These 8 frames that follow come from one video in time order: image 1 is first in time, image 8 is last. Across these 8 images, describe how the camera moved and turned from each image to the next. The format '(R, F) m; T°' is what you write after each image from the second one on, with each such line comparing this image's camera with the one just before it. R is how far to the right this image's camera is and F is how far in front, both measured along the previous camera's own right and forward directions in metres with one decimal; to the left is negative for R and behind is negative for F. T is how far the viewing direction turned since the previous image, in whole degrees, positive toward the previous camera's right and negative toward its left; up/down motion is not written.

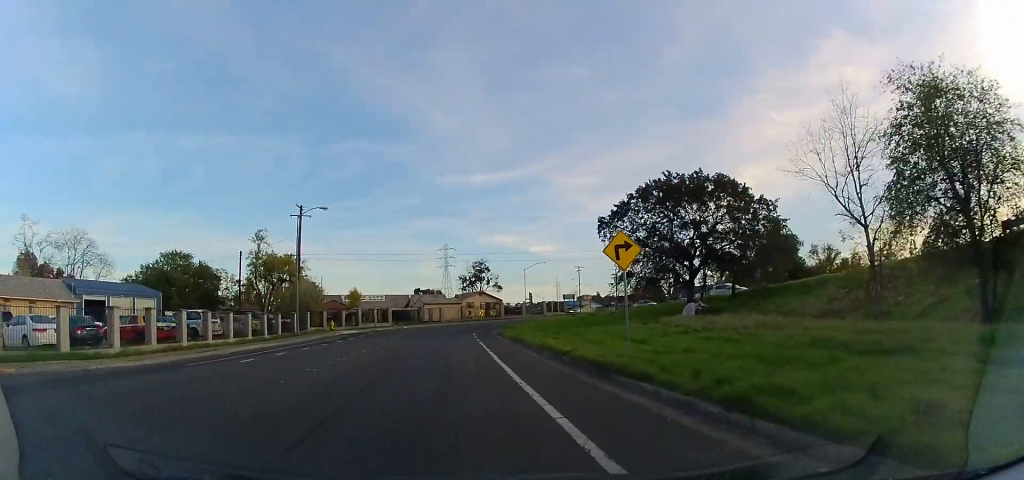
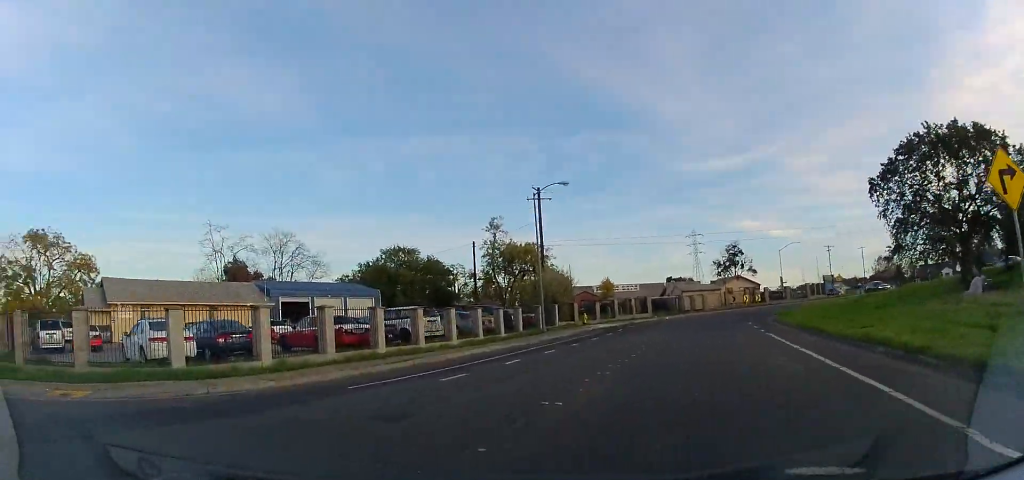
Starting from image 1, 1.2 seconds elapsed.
(-0.2, +7.6) m; -24°
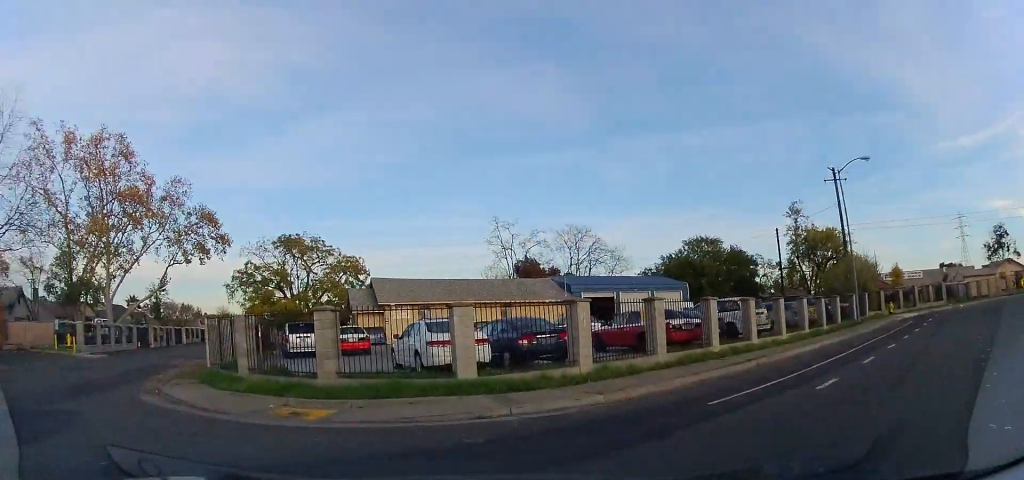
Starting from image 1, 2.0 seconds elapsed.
(-1.5, +2.5) m; -42°
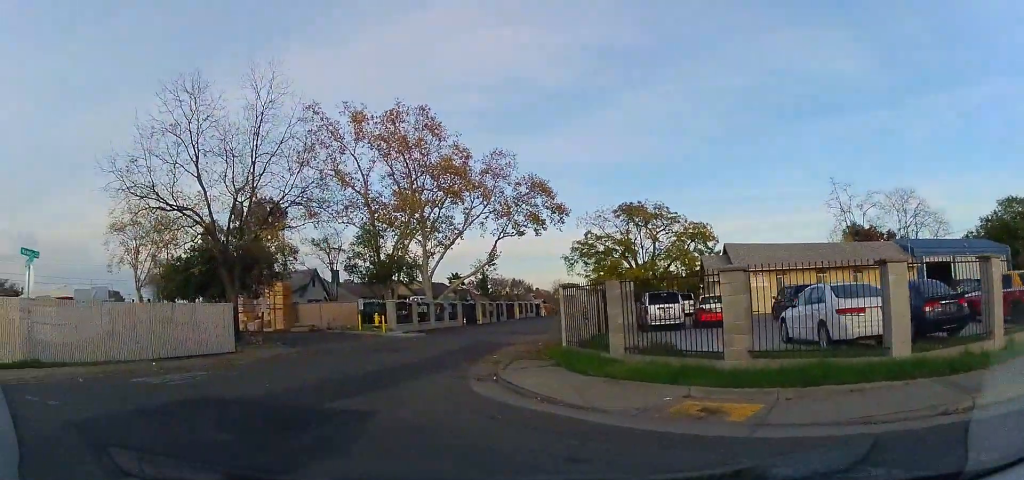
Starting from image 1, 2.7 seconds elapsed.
(-1.1, +2.6) m; -37°
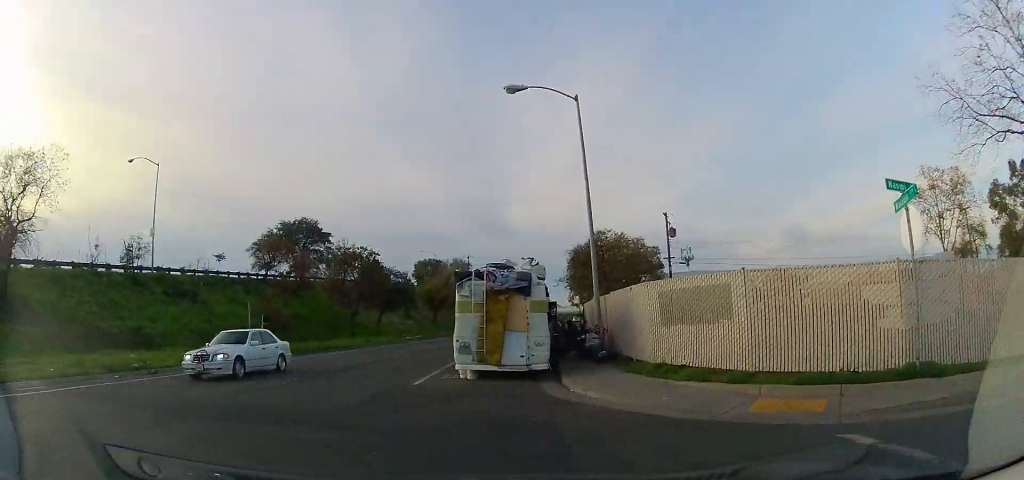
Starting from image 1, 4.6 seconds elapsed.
(-4.8, +5.4) m; -77°
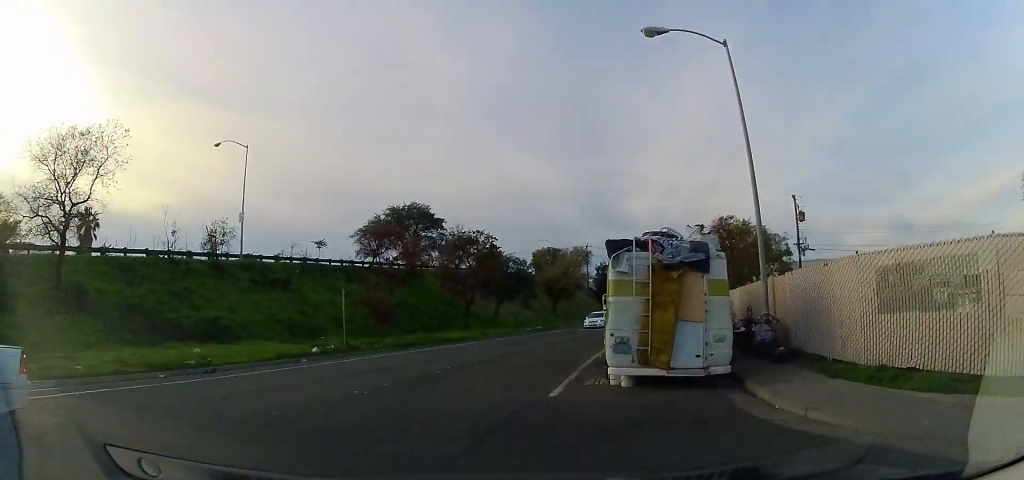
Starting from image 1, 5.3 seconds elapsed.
(-0.7, +3.3) m; -15°
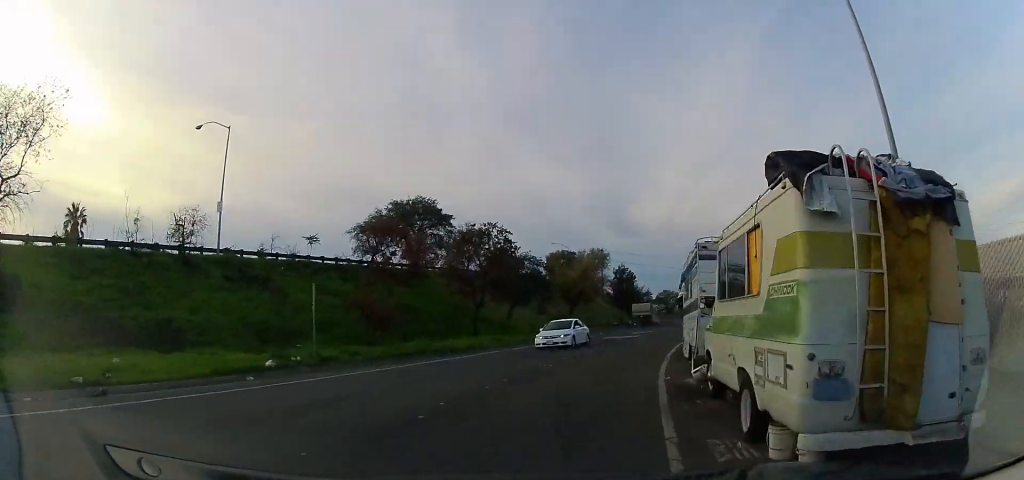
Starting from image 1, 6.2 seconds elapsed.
(-0.2, +5.4) m; +2°
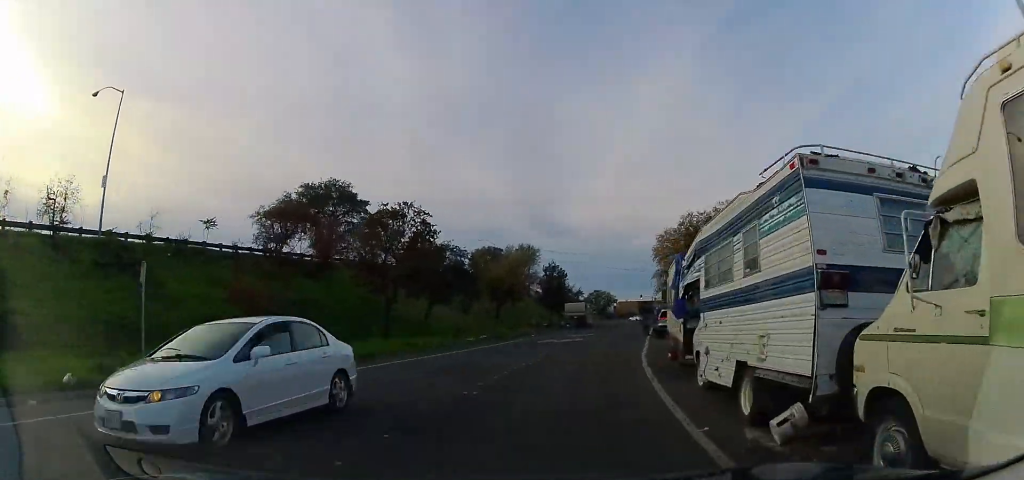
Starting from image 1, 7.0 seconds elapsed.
(+0.3, +5.8) m; +6°
